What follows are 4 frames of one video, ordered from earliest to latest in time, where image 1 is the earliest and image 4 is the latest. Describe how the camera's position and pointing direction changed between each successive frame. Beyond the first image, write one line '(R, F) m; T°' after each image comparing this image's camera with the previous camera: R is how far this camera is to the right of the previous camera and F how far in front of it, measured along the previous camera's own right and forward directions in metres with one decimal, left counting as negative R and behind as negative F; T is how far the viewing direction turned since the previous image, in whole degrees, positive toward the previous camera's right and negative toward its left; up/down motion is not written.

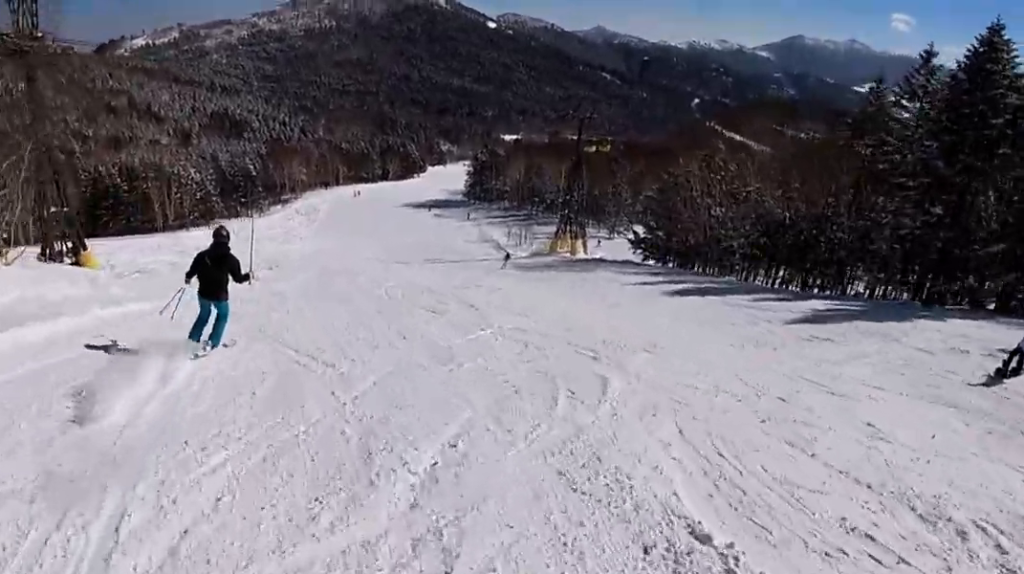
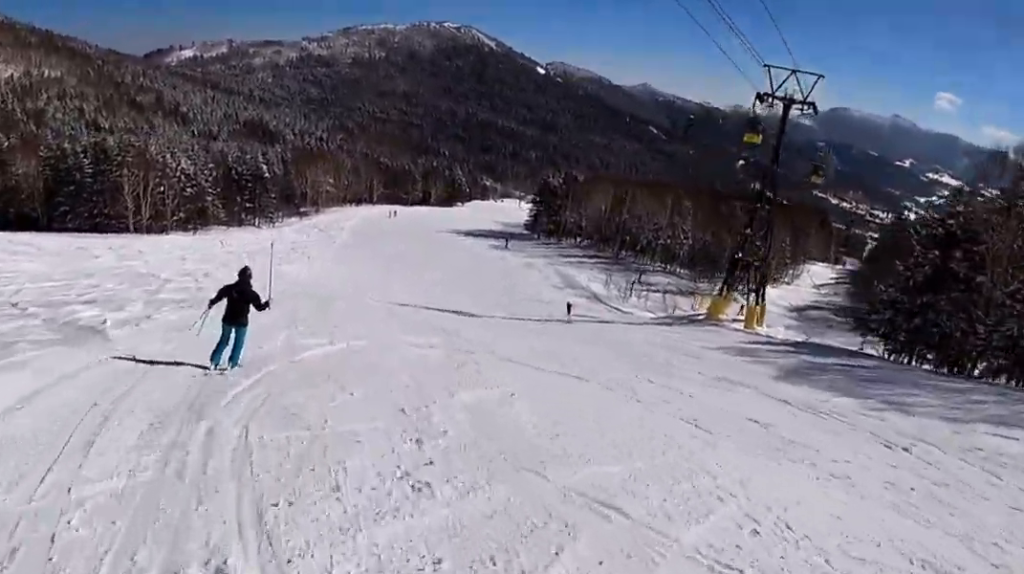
(+0.9, +36.6) m; +3°
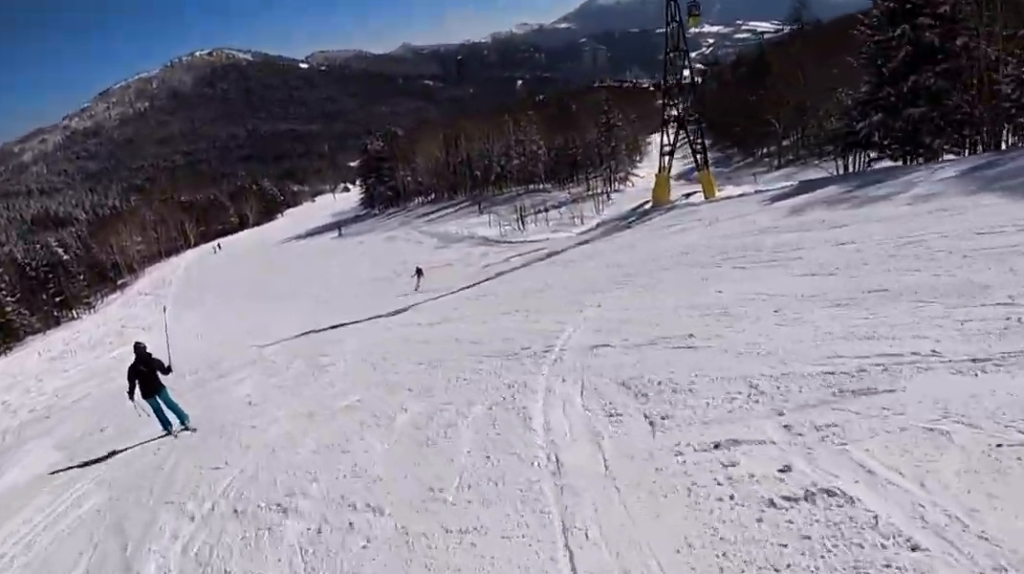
(0.0, +15.3) m; -1°
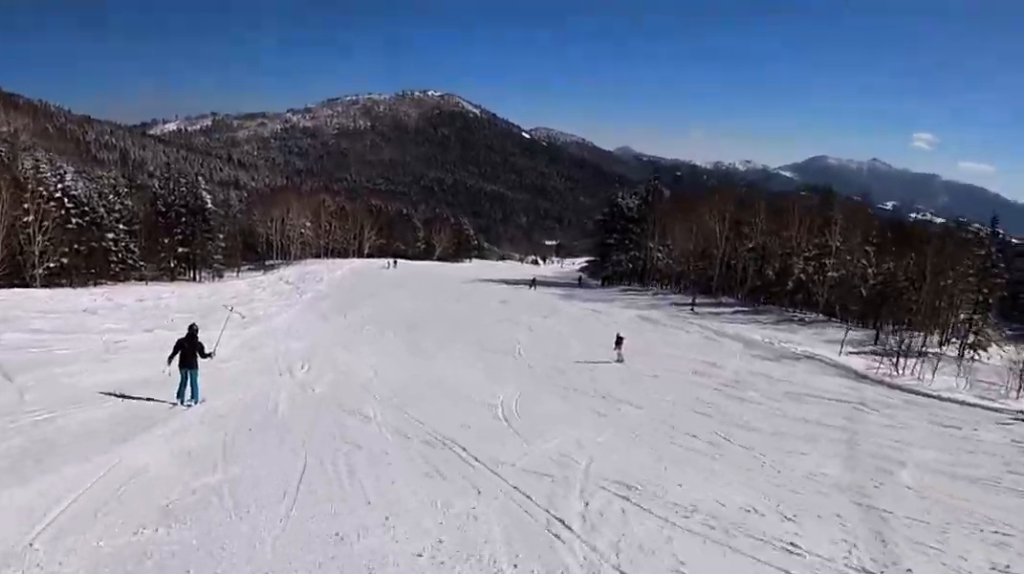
(+1.2, +32.2) m; 0°
